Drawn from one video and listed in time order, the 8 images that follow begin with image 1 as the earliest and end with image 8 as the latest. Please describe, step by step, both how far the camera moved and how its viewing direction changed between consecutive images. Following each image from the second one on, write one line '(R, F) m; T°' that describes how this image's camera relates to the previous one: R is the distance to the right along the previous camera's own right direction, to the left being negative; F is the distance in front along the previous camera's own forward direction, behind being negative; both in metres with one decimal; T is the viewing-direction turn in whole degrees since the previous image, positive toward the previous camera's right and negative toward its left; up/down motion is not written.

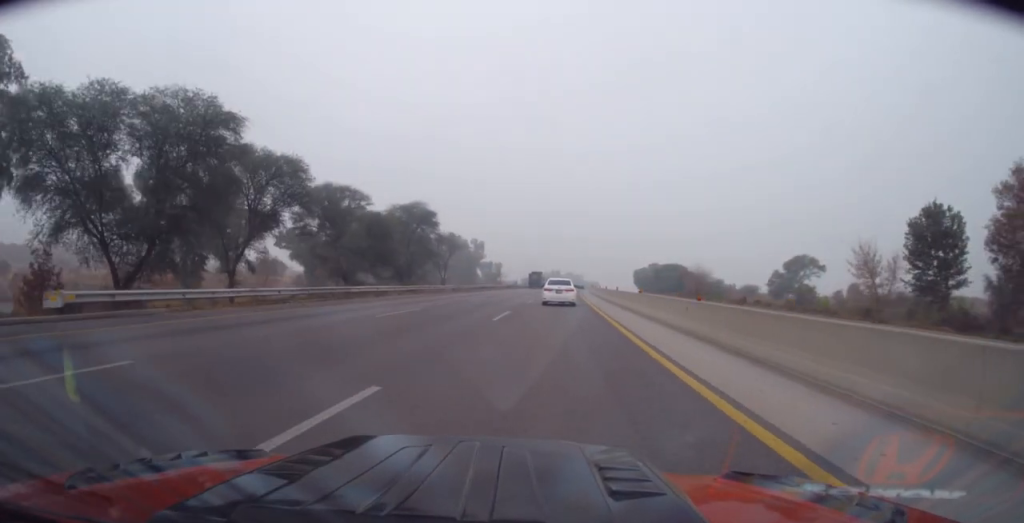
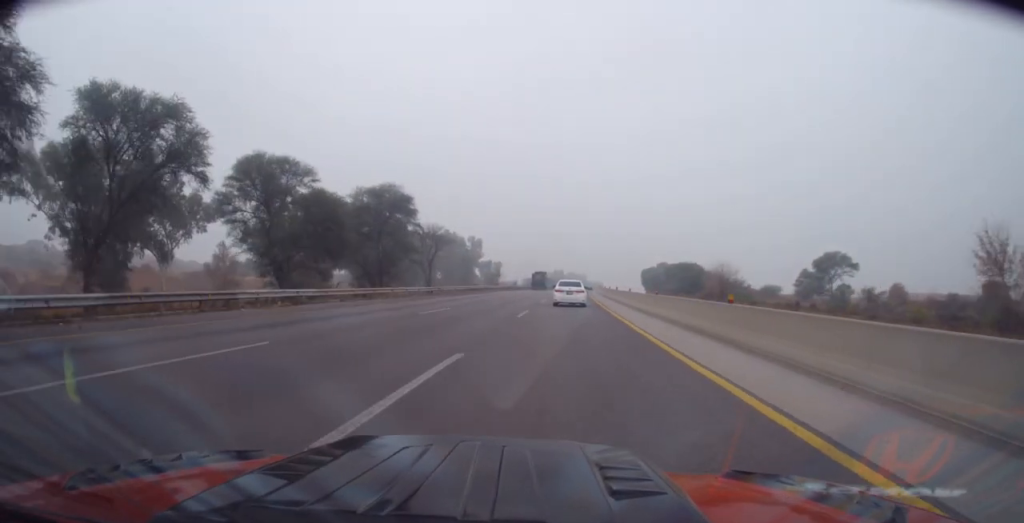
(+0.2, +14.5) m; 0°
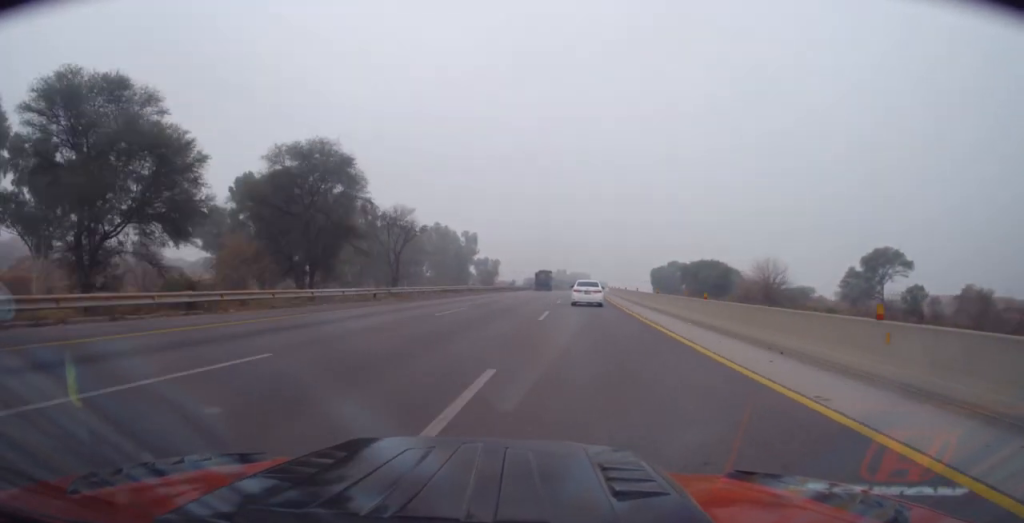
(+0.3, +20.1) m; 0°
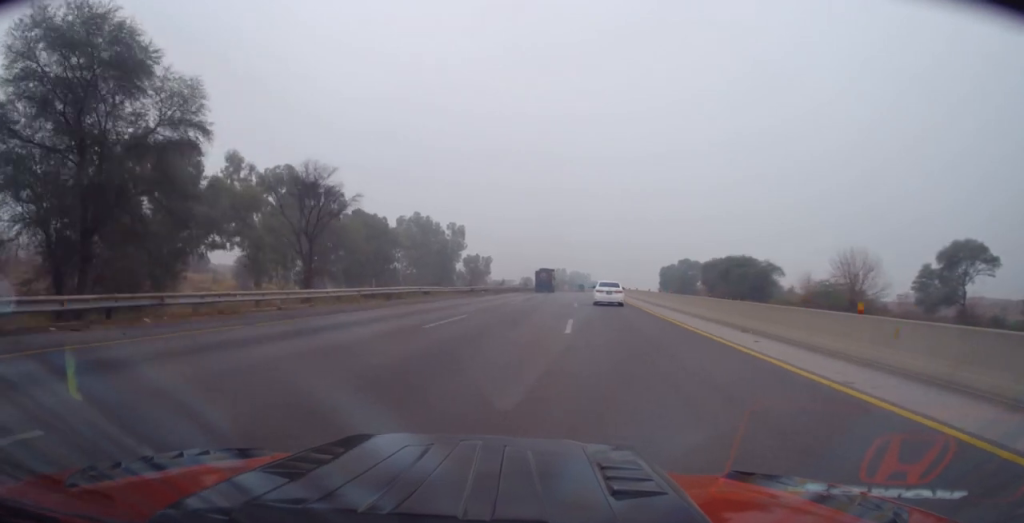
(-0.1, +23.5) m; +1°
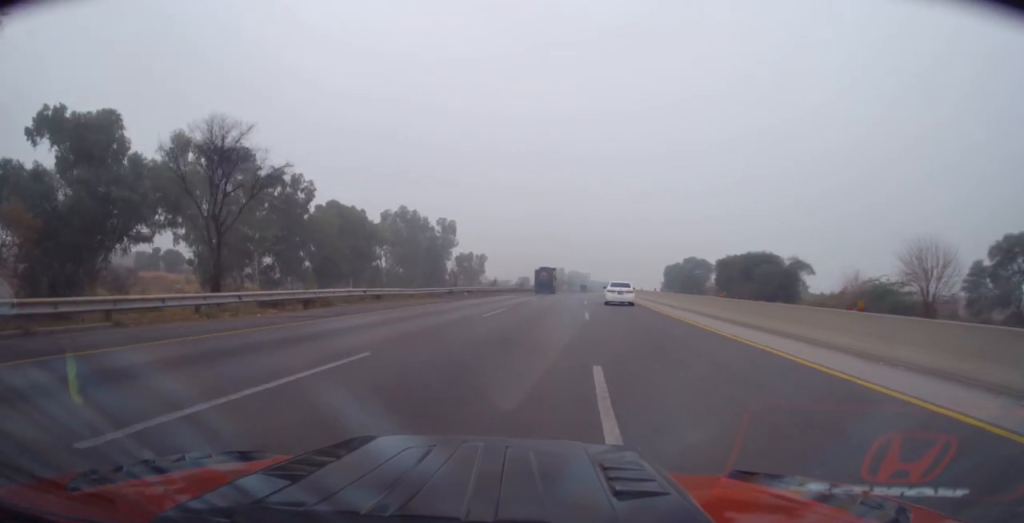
(+0.3, +12.1) m; +1°
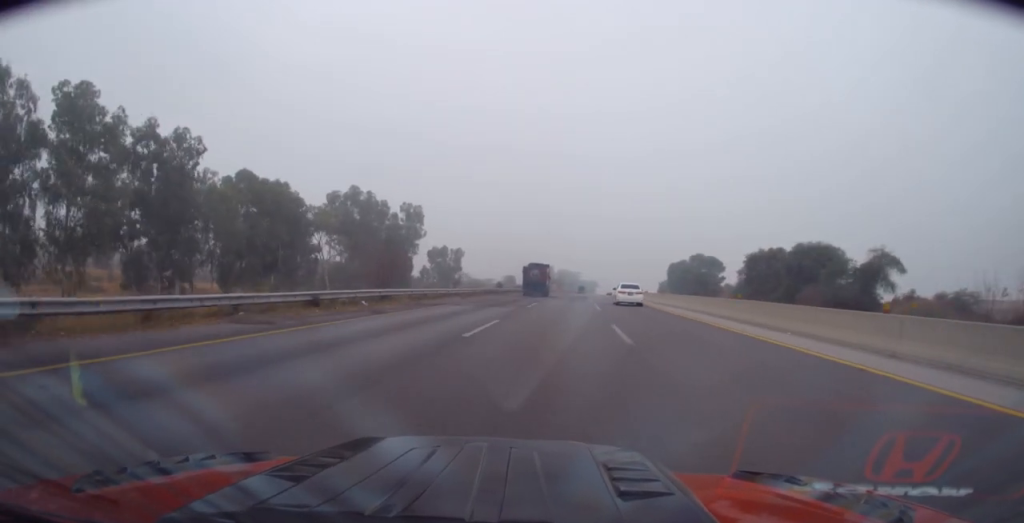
(-0.2, +25.9) m; 0°
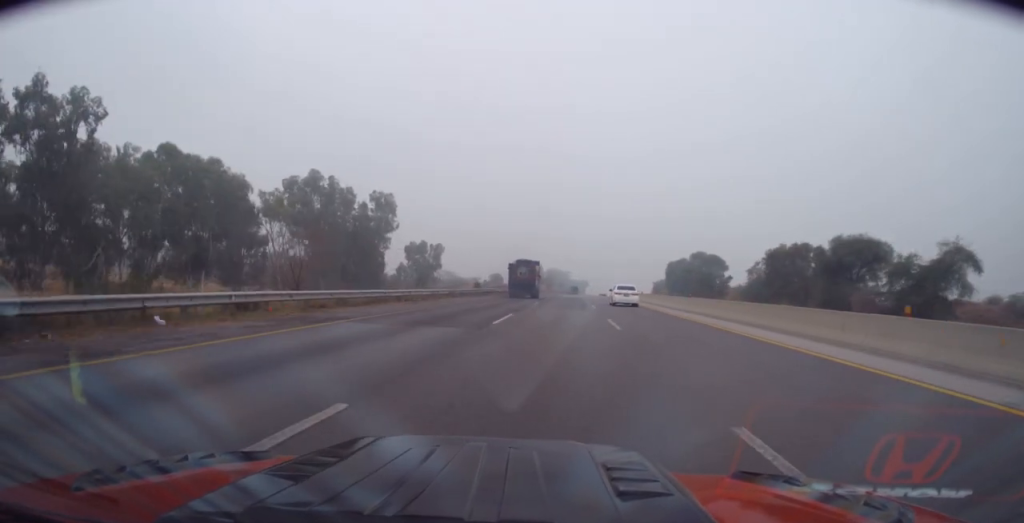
(0.0, +13.9) m; 0°
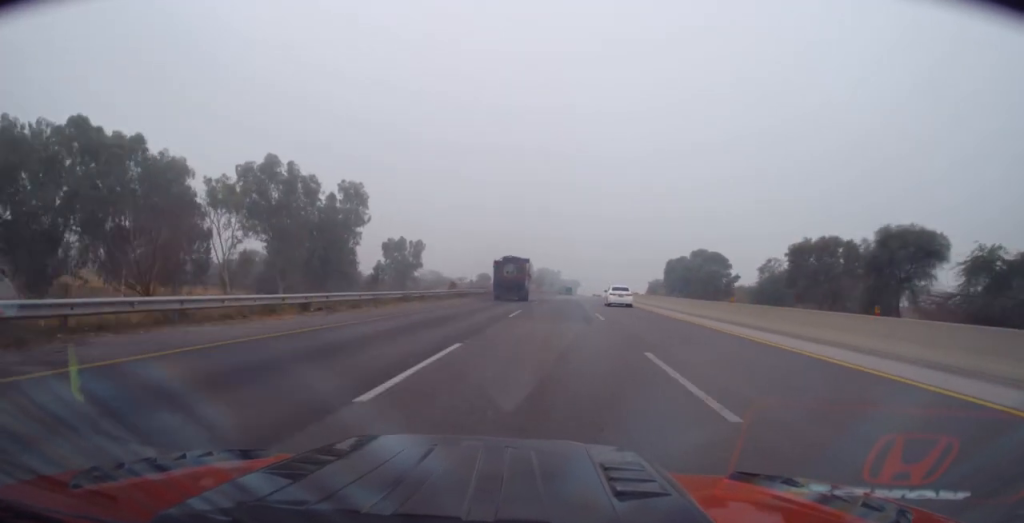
(0.0, +11.7) m; +1°
